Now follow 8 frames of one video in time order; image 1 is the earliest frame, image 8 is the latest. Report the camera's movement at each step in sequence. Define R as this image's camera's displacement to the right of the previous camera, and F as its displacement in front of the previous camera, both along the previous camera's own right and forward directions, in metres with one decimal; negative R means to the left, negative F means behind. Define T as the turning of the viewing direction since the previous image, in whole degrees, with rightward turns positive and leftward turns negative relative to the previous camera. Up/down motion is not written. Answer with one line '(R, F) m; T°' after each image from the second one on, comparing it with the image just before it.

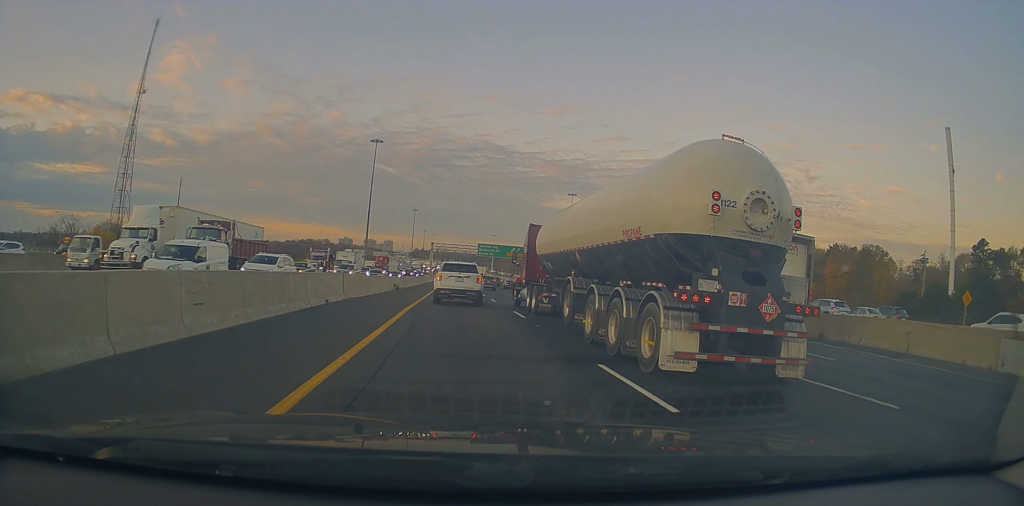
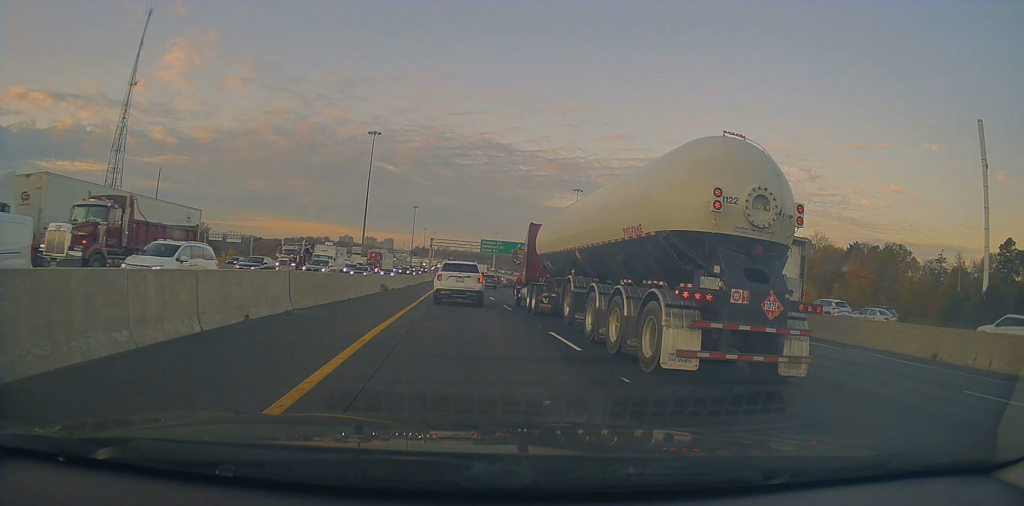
(0.0, +8.0) m; -1°
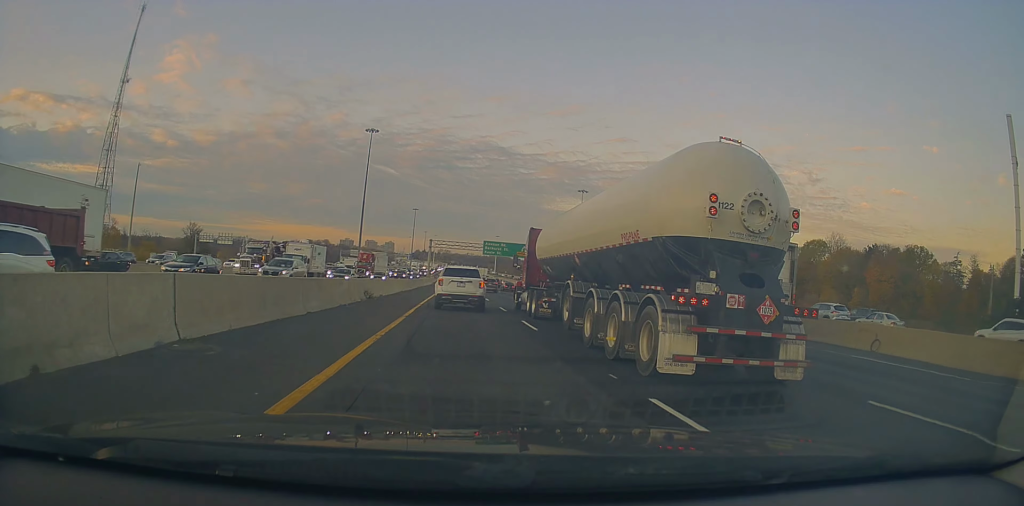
(-0.1, +6.9) m; 0°
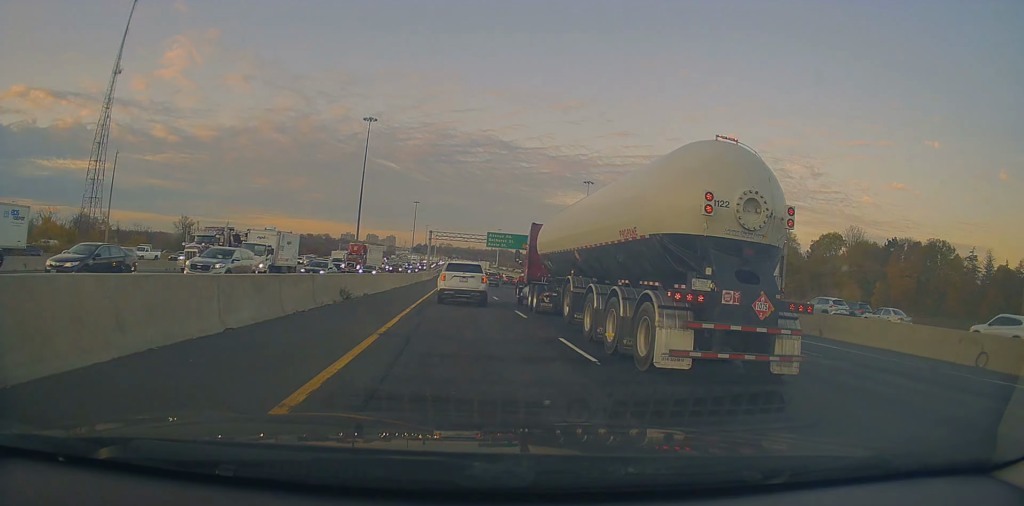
(-0.1, +6.4) m; 0°
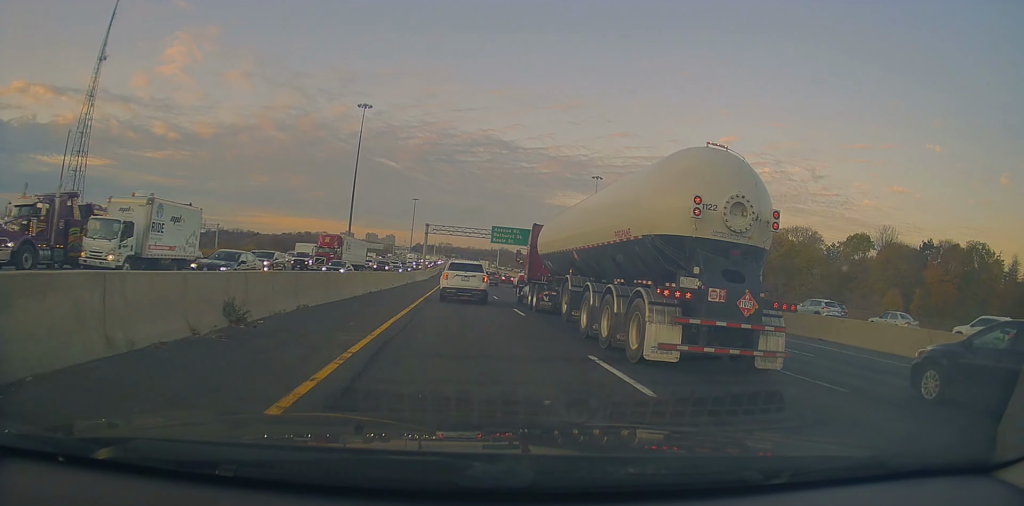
(+0.1, +11.5) m; +1°
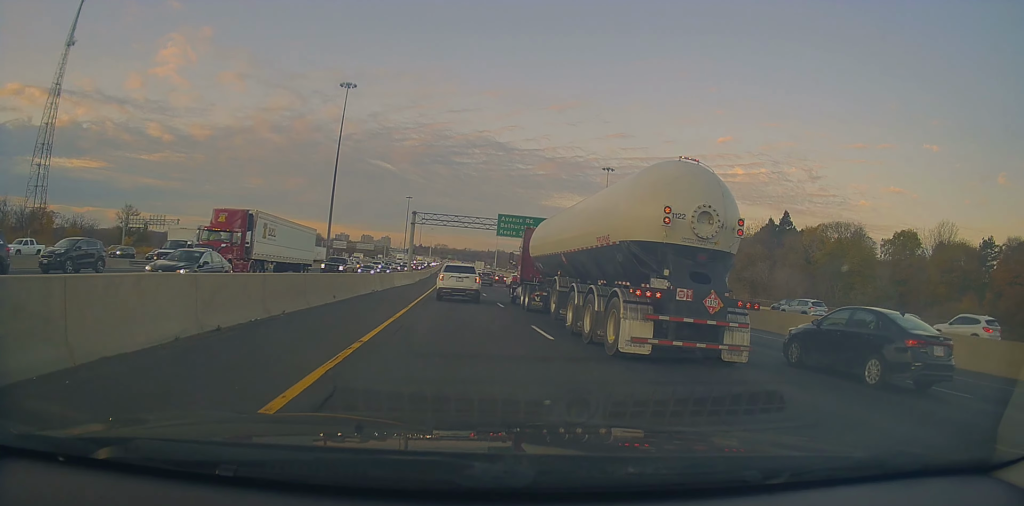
(+0.1, +17.9) m; 0°
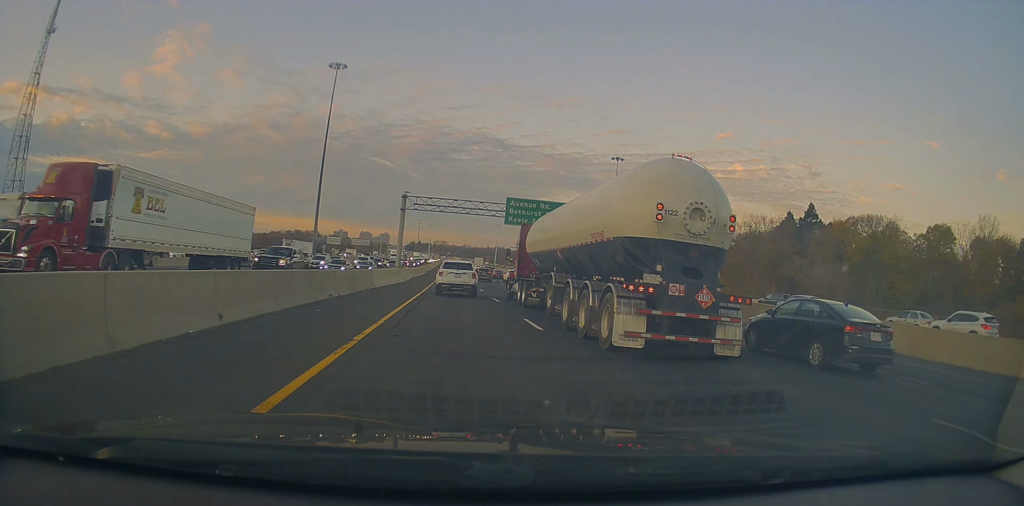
(0.0, +10.6) m; 0°
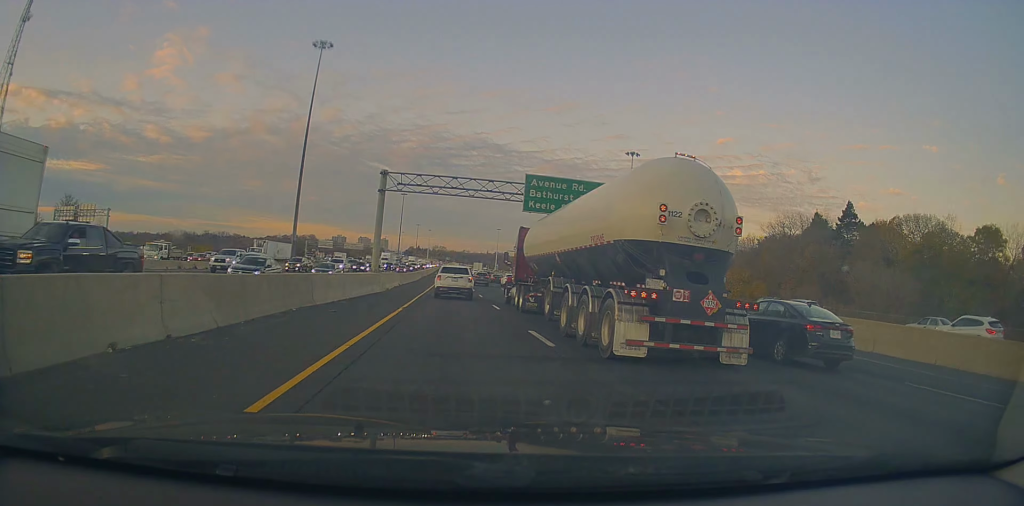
(-0.1, +14.1) m; 0°
